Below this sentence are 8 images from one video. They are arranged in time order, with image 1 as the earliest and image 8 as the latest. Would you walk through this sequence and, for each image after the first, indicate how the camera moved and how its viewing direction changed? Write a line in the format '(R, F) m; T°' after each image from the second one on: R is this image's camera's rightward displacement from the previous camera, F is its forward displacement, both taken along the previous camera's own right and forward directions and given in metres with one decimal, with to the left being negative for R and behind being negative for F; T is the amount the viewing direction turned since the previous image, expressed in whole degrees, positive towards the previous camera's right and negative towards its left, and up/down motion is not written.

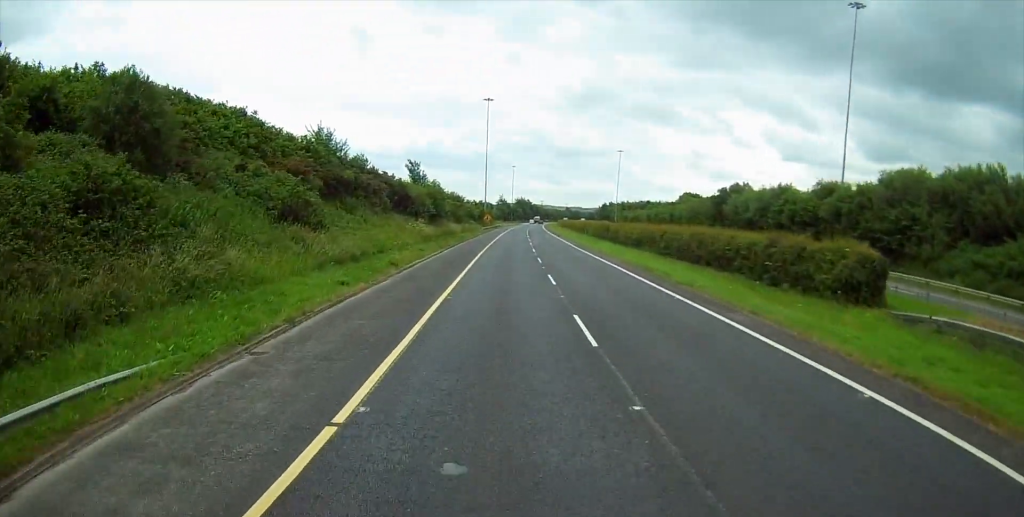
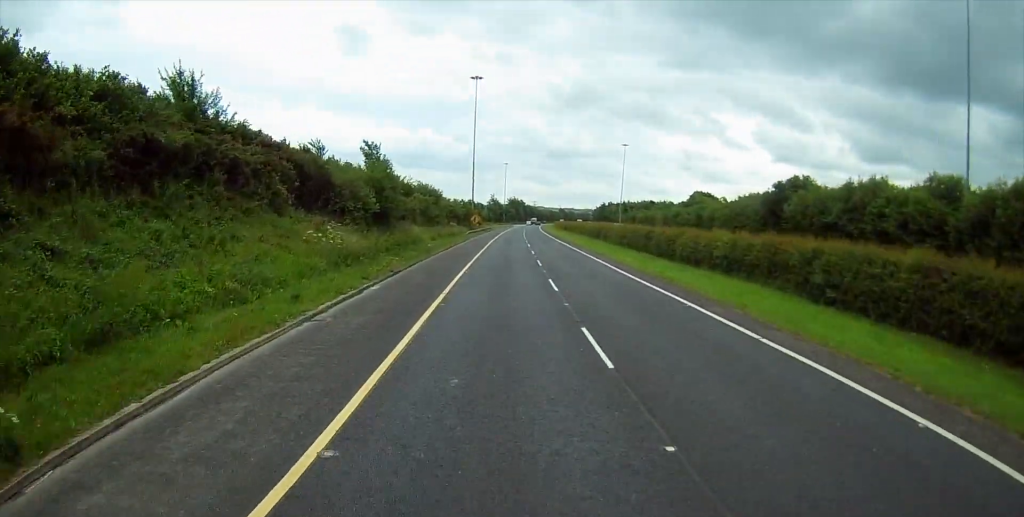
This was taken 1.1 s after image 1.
(0.0, +25.6) m; 0°
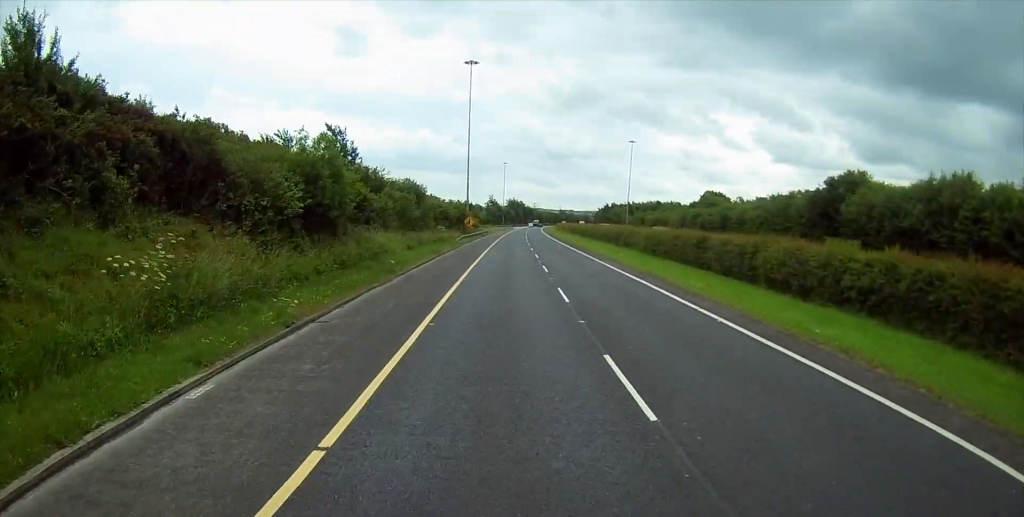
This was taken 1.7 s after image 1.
(0.0, +14.7) m; 0°
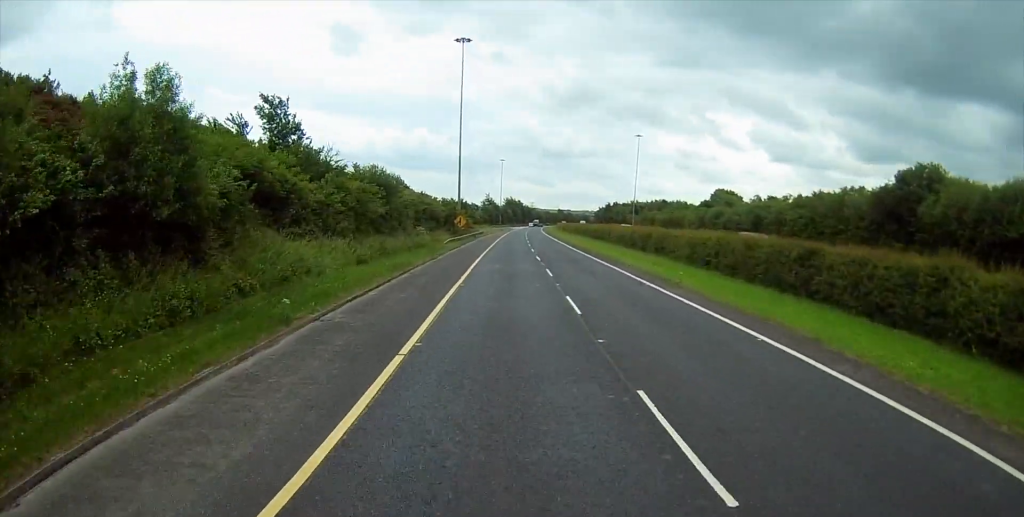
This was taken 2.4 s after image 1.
(0.0, +14.7) m; 0°
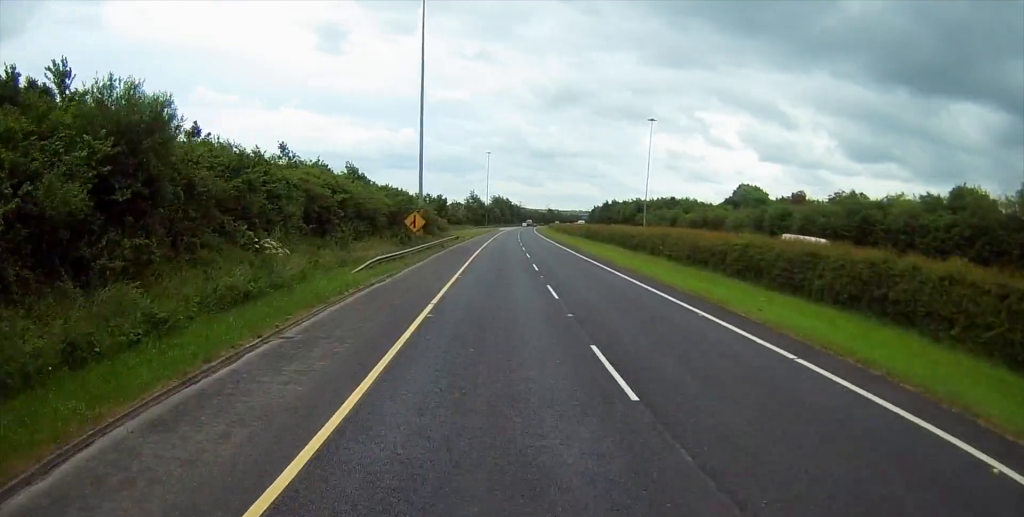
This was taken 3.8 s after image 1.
(+0.3, +32.3) m; +1°
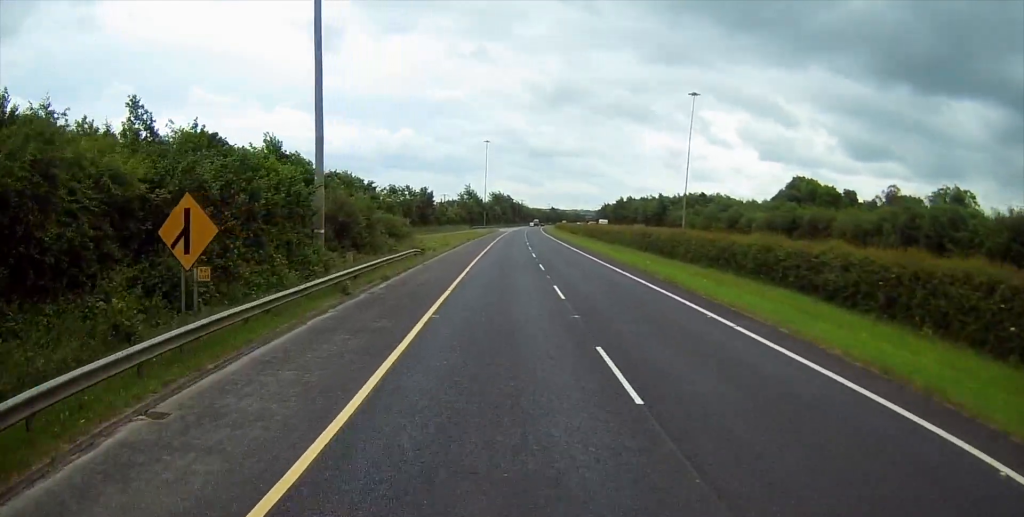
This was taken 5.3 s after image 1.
(+0.3, +35.9) m; +1°
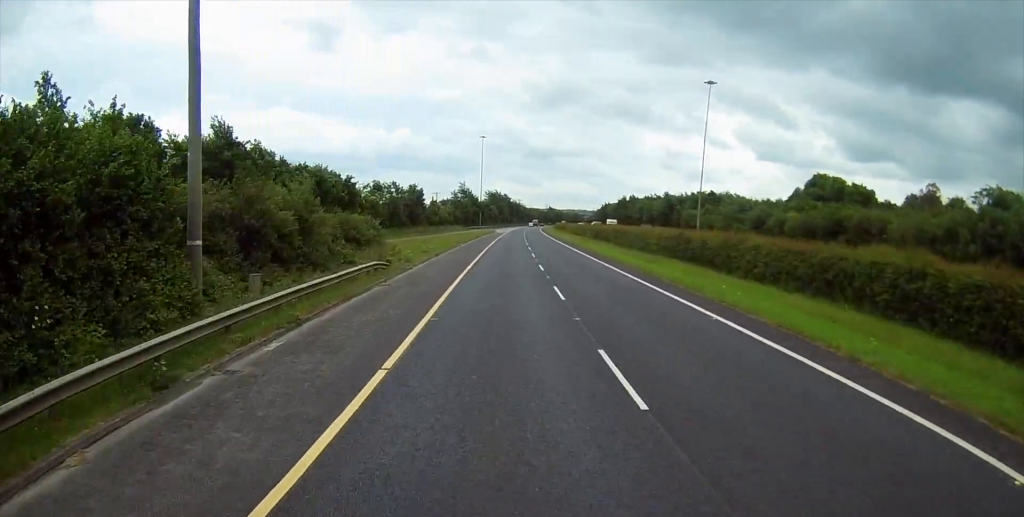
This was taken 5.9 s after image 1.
(+0.1, +12.2) m; 0°
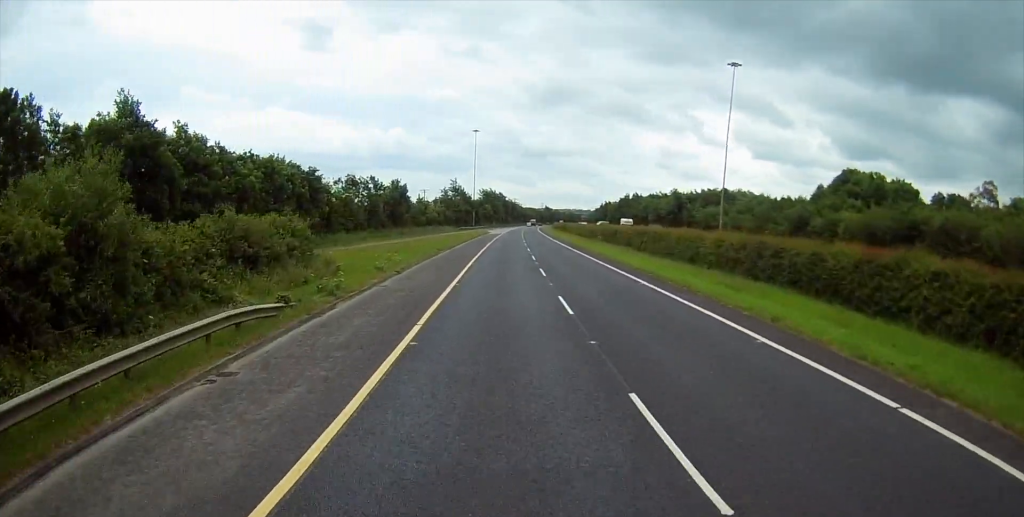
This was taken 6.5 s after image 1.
(+0.1, +15.2) m; 0°
